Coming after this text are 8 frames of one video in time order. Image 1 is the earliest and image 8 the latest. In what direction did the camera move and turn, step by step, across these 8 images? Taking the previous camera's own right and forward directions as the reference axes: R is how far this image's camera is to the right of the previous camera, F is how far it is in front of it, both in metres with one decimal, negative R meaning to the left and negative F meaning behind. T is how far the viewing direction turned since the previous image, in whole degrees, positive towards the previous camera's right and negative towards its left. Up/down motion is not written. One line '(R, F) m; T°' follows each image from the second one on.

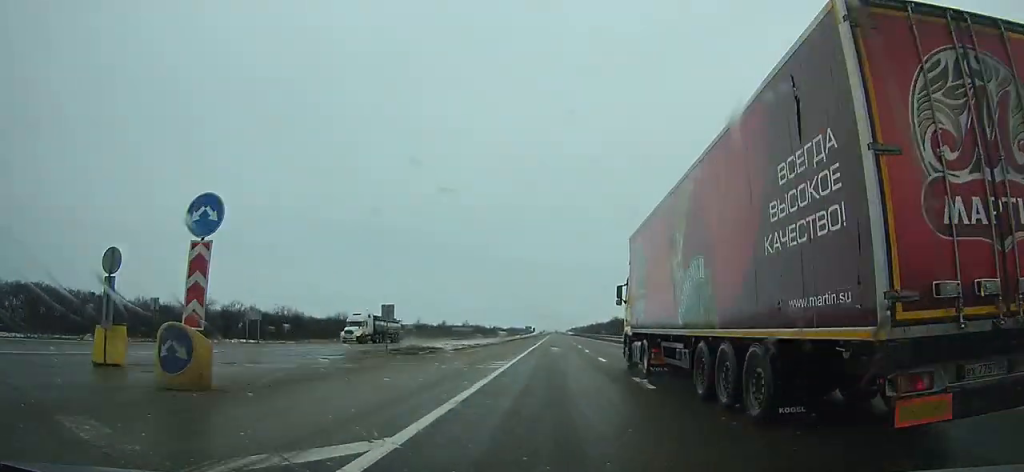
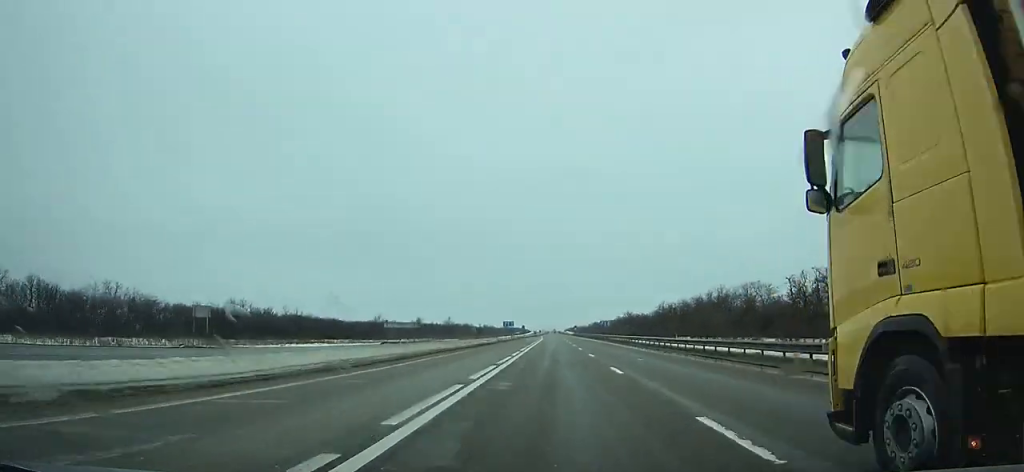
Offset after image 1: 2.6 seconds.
(-0.2, +68.4) m; 0°
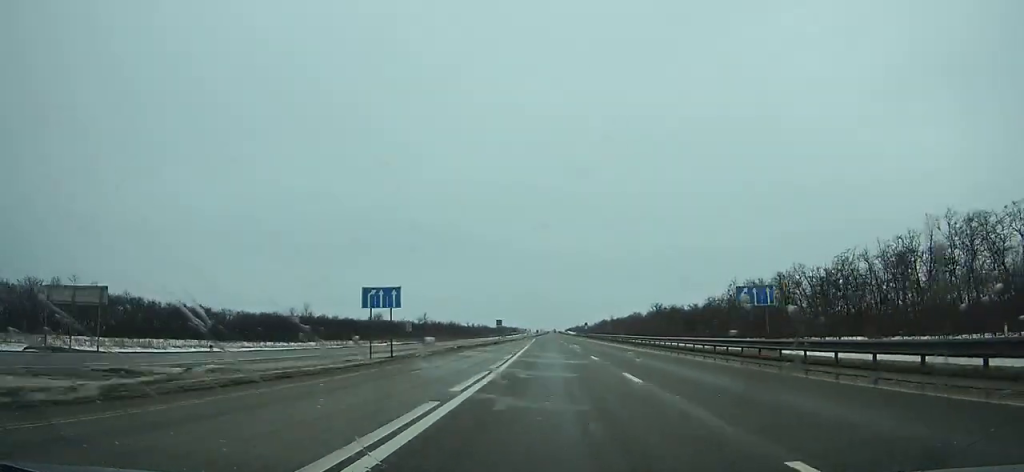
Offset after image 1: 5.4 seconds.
(0.0, +74.0) m; 0°
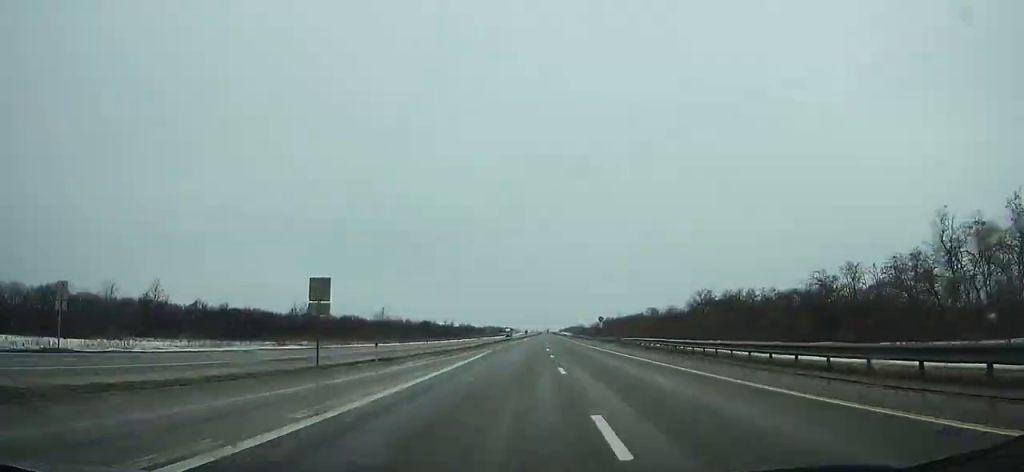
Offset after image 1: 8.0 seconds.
(+0.2, +68.8) m; 0°
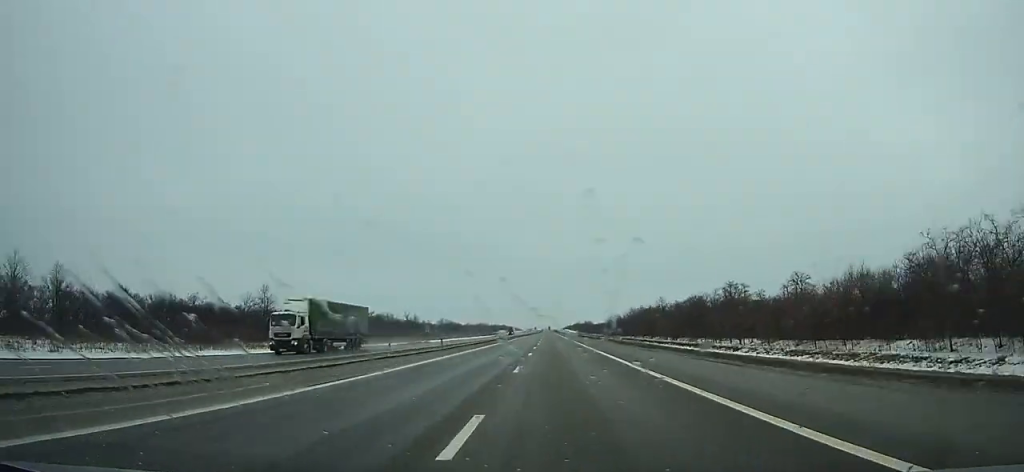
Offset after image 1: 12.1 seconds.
(+0.1, +107.7) m; 0°
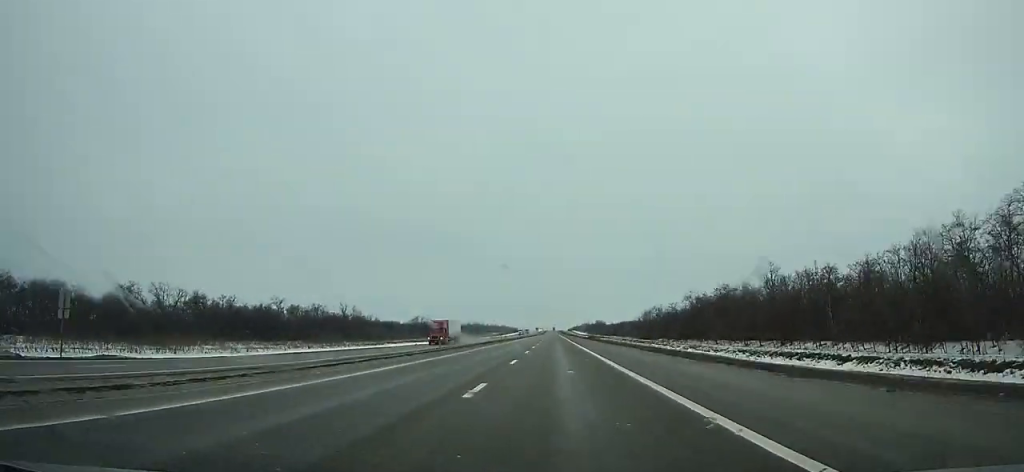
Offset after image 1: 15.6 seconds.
(-0.1, +91.4) m; 0°
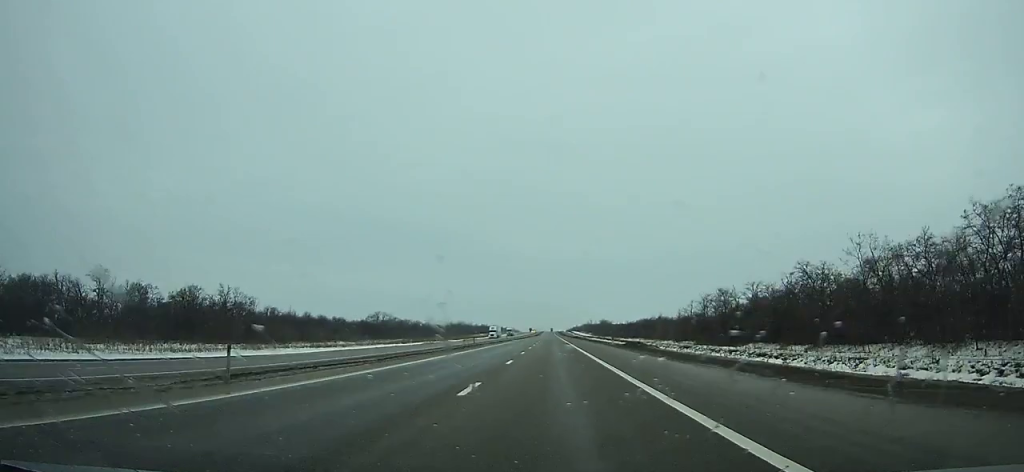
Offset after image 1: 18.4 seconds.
(-0.1, +73.4) m; 0°
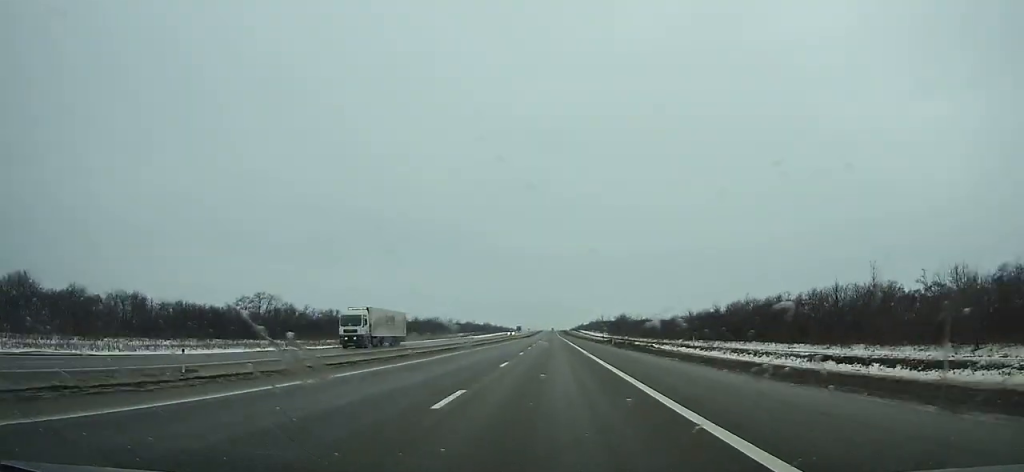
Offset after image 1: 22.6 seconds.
(-0.2, +111.5) m; 0°
